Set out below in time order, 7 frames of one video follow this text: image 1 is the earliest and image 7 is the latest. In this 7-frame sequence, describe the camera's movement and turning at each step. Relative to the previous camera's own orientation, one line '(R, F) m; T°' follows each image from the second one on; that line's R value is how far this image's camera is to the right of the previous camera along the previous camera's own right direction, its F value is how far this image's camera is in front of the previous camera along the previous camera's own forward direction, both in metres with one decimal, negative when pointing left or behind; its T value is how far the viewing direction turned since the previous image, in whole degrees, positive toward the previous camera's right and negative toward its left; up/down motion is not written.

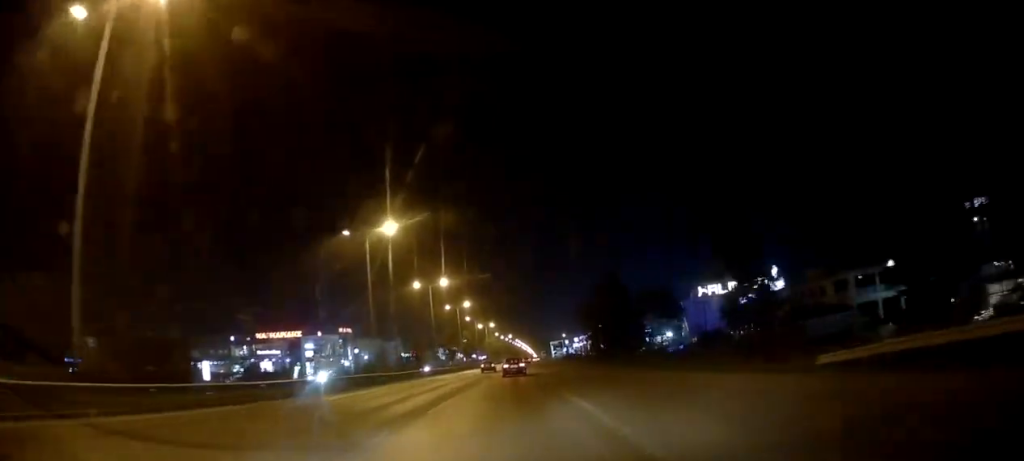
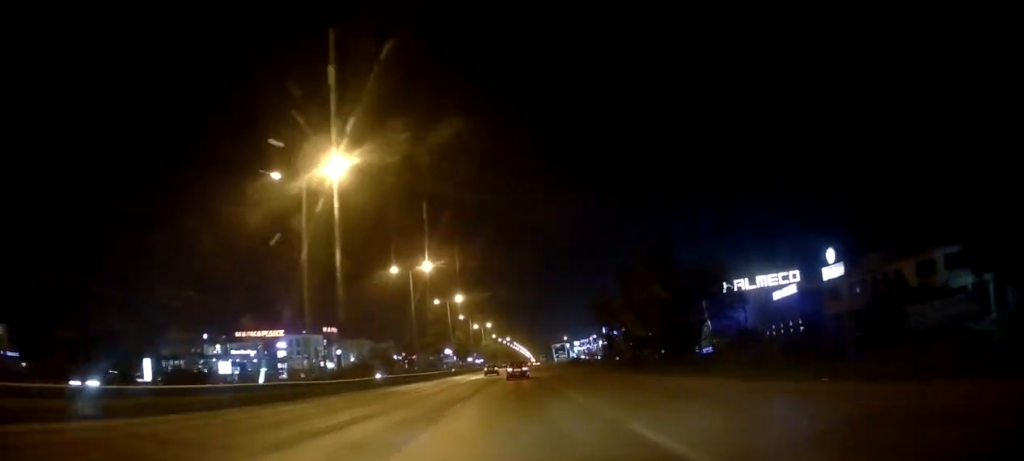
(-0.5, +17.3) m; -1°
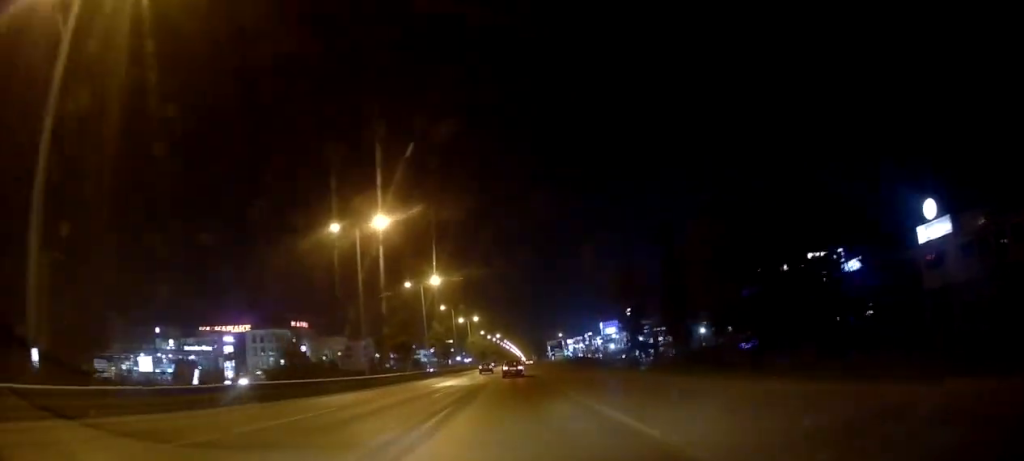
(+0.2, +21.5) m; +1°
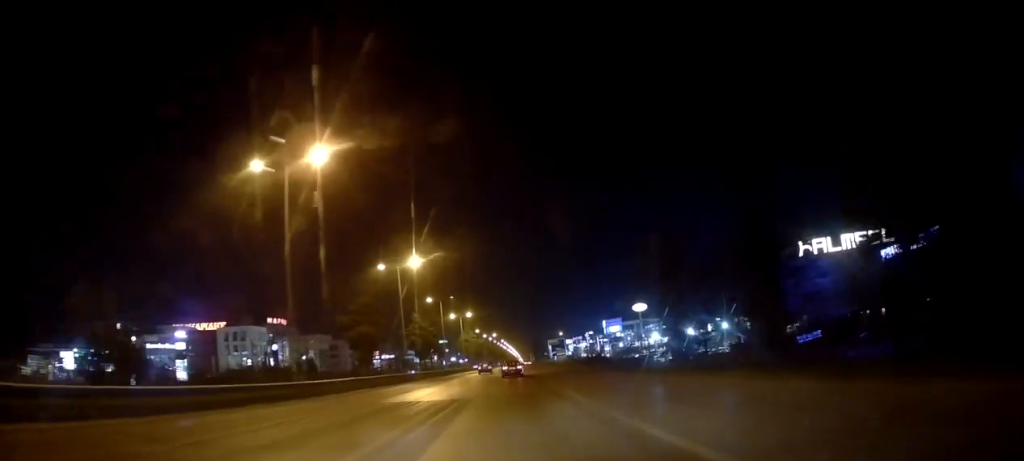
(+0.1, +16.2) m; 0°
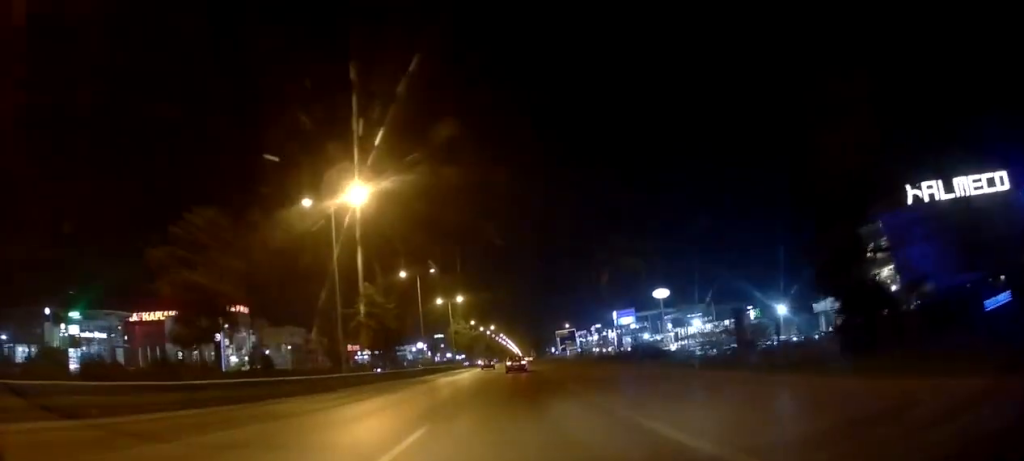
(+0.1, +26.0) m; 0°
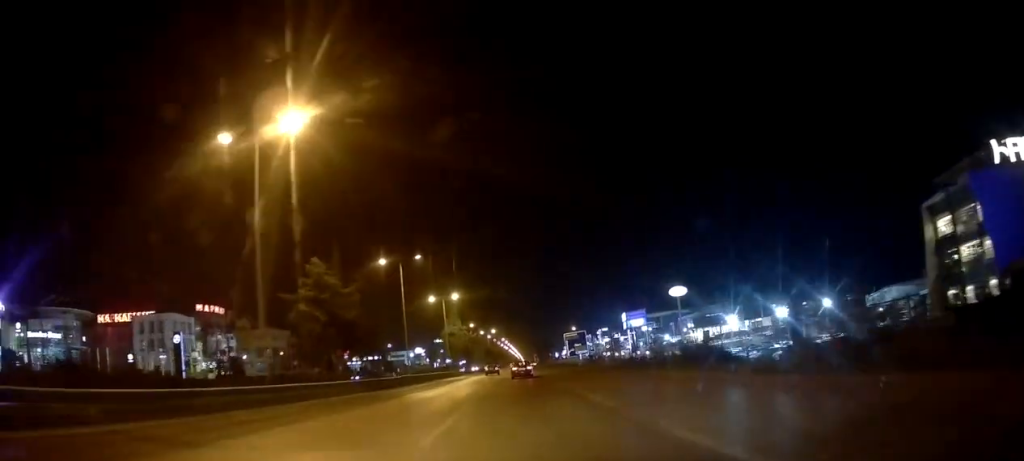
(0.0, +13.8) m; 0°
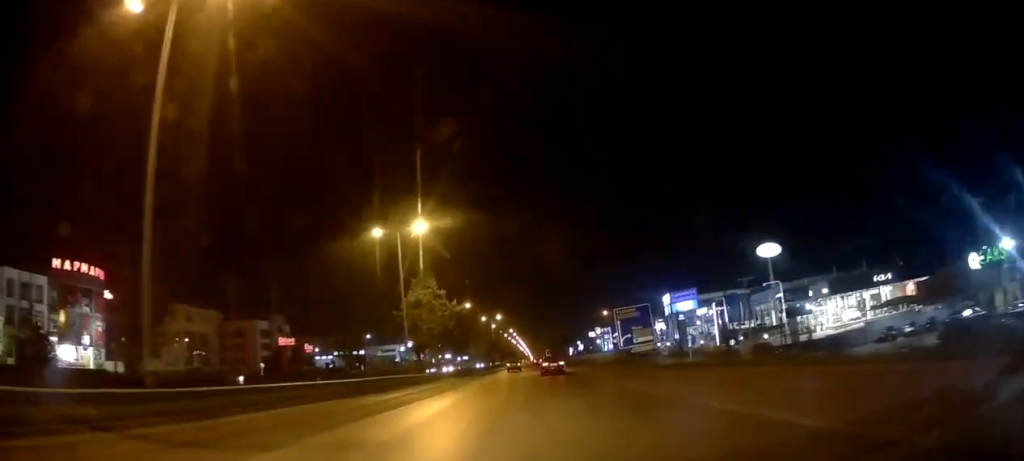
(0.0, +47.9) m; -1°
